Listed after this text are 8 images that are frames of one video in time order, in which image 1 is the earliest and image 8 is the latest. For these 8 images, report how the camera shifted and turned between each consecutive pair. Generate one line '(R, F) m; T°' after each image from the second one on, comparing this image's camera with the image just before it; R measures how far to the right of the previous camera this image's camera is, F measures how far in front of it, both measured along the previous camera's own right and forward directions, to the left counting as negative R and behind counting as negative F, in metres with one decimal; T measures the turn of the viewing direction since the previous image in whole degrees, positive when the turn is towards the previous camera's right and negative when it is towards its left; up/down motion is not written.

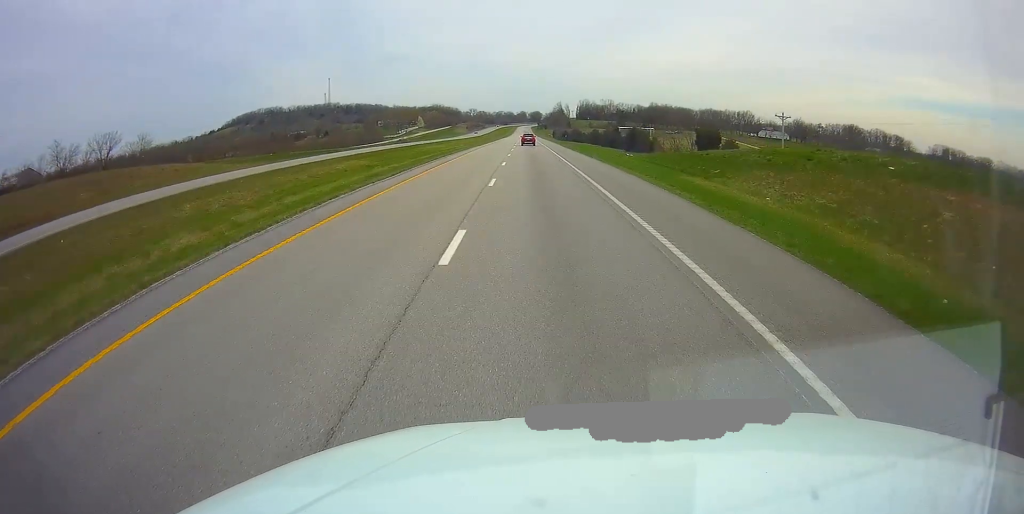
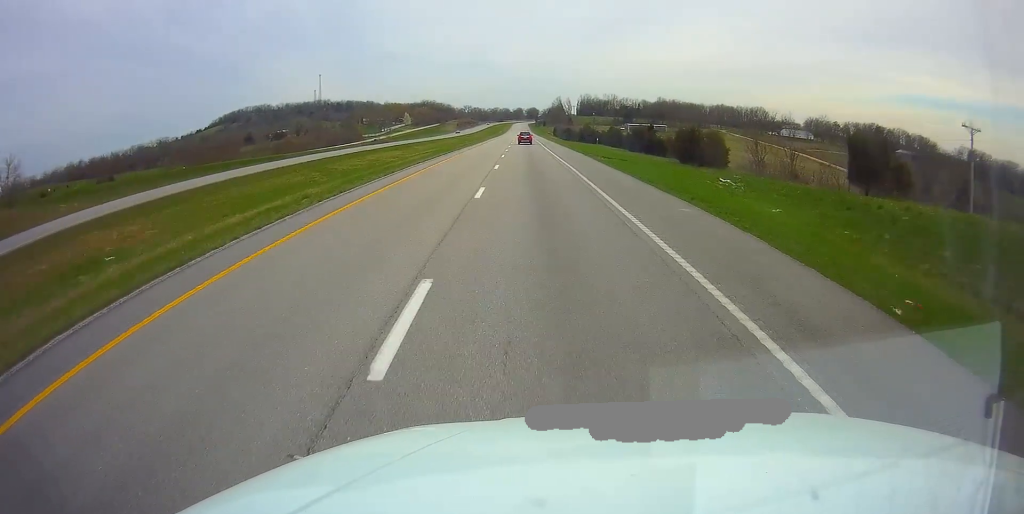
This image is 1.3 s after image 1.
(+0.3, +40.8) m; +1°
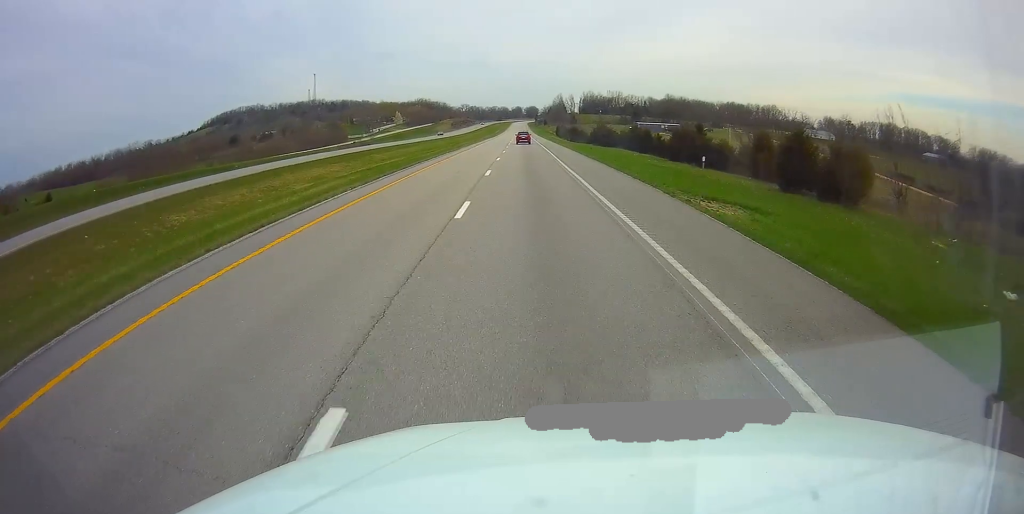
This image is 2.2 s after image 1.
(+0.1, +28.2) m; 0°
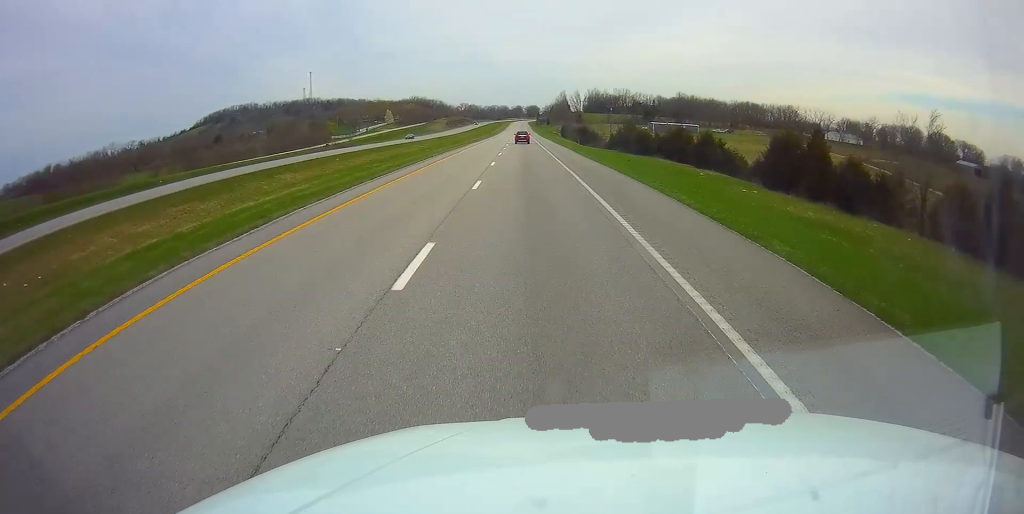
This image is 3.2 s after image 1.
(+0.2, +30.4) m; 0°
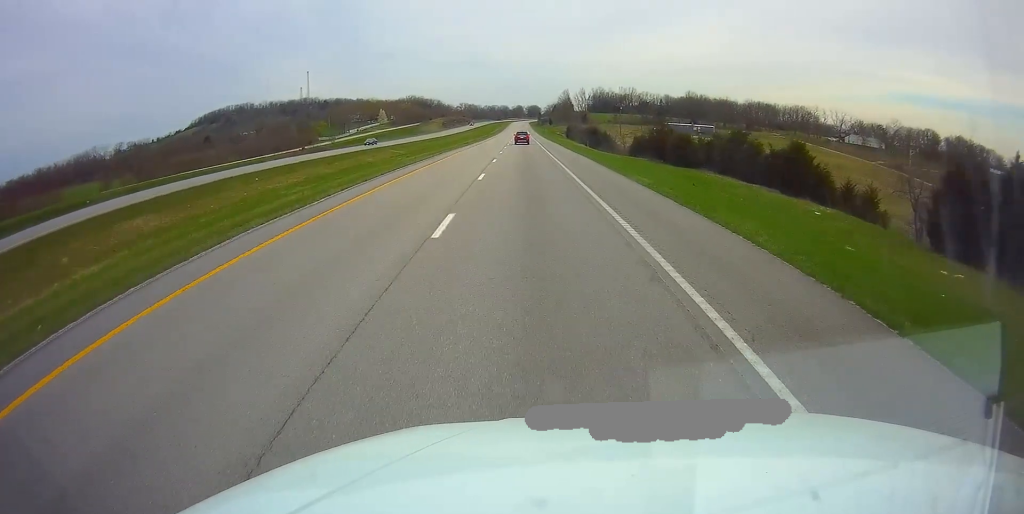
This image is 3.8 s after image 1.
(-0.1, +21.0) m; -1°
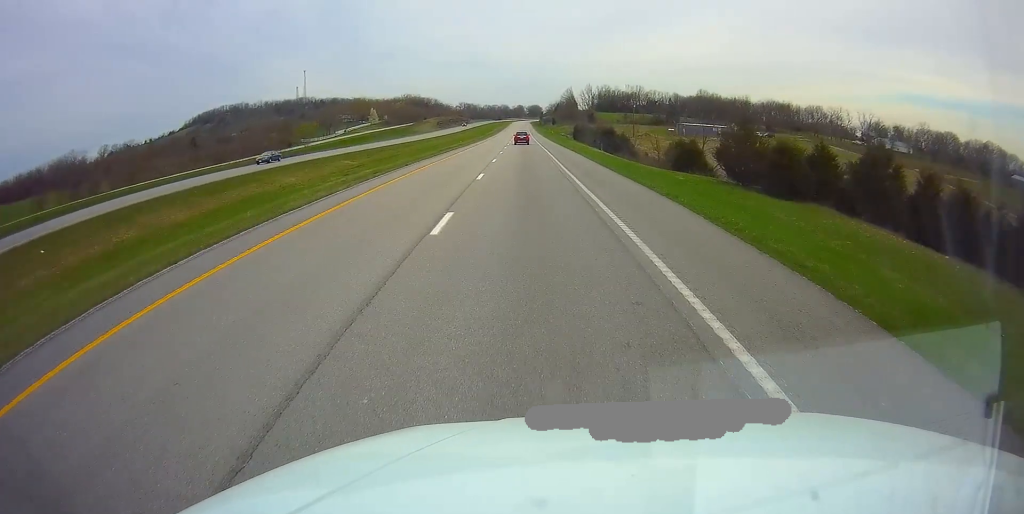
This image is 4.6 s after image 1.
(-0.2, +24.2) m; 0°
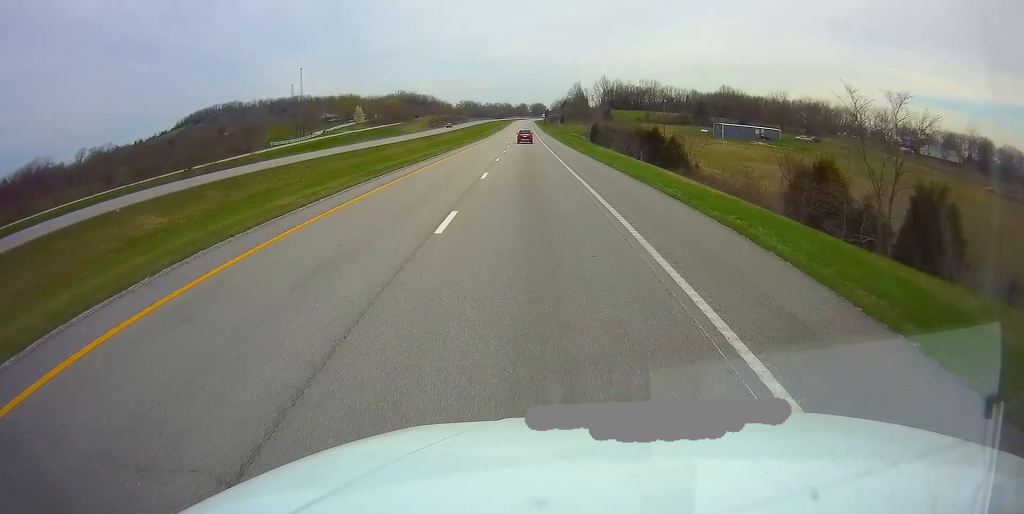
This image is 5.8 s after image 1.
(0.0, +36.7) m; 0°
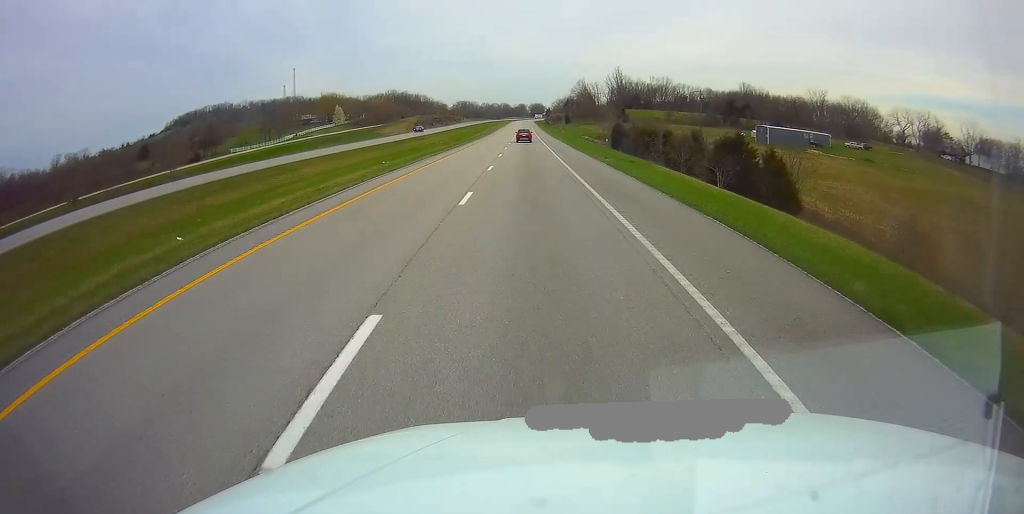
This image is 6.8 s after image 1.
(+0.1, +32.4) m; 0°
